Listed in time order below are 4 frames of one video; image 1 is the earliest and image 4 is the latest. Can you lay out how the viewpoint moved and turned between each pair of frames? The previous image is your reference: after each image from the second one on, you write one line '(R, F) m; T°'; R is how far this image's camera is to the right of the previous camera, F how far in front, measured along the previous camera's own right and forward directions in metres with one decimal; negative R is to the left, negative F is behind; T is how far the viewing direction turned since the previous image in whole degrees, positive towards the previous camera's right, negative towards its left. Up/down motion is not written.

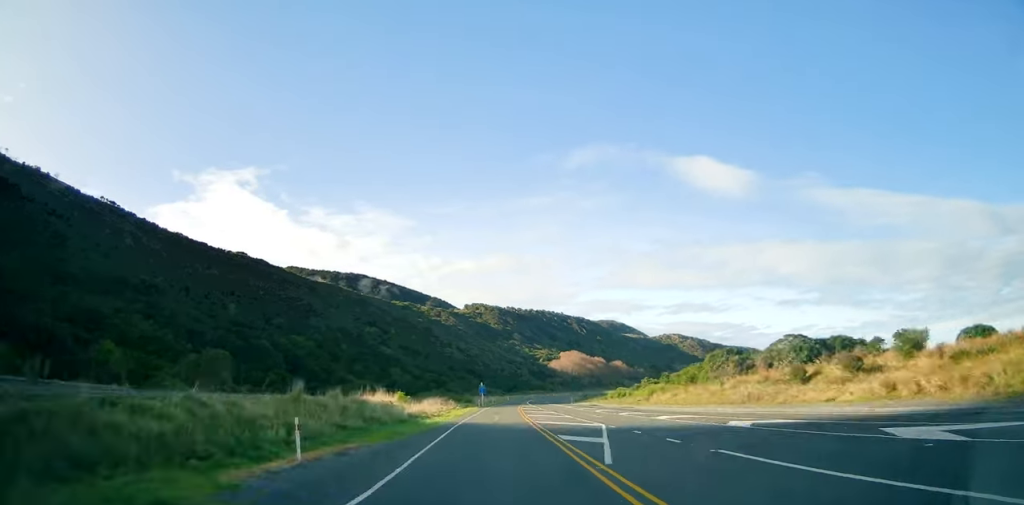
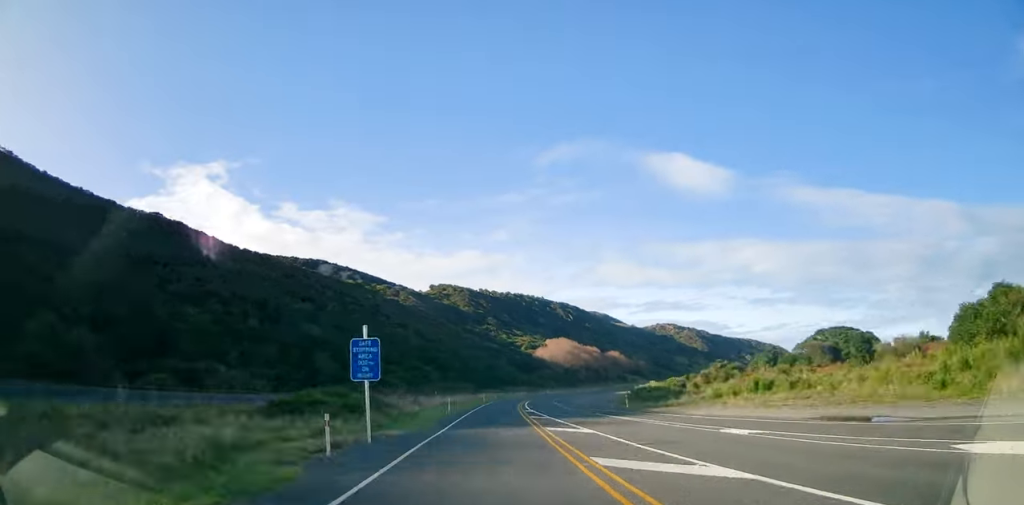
(+0.5, +65.6) m; +3°
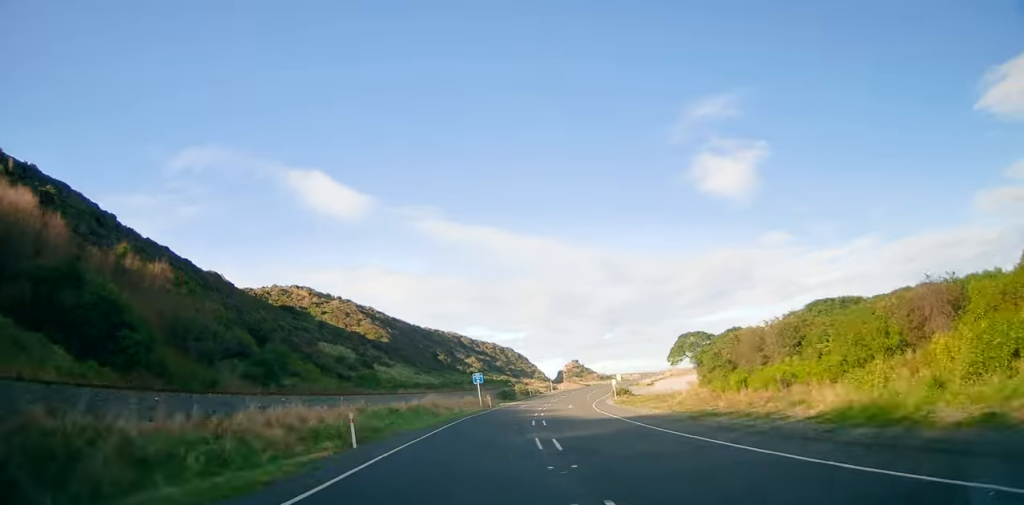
(+87.6, +237.6) m; +41°
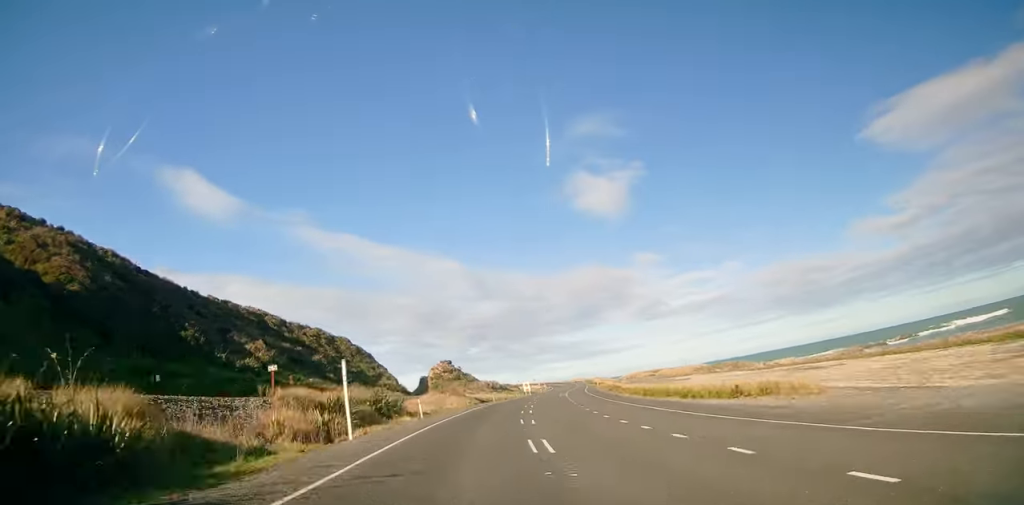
(+11.5, +100.6) m; +11°
